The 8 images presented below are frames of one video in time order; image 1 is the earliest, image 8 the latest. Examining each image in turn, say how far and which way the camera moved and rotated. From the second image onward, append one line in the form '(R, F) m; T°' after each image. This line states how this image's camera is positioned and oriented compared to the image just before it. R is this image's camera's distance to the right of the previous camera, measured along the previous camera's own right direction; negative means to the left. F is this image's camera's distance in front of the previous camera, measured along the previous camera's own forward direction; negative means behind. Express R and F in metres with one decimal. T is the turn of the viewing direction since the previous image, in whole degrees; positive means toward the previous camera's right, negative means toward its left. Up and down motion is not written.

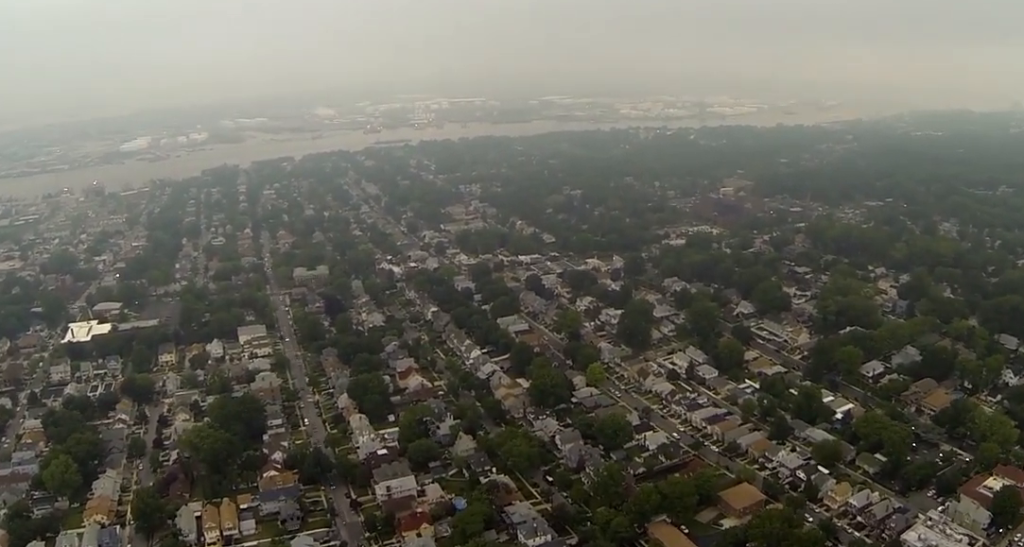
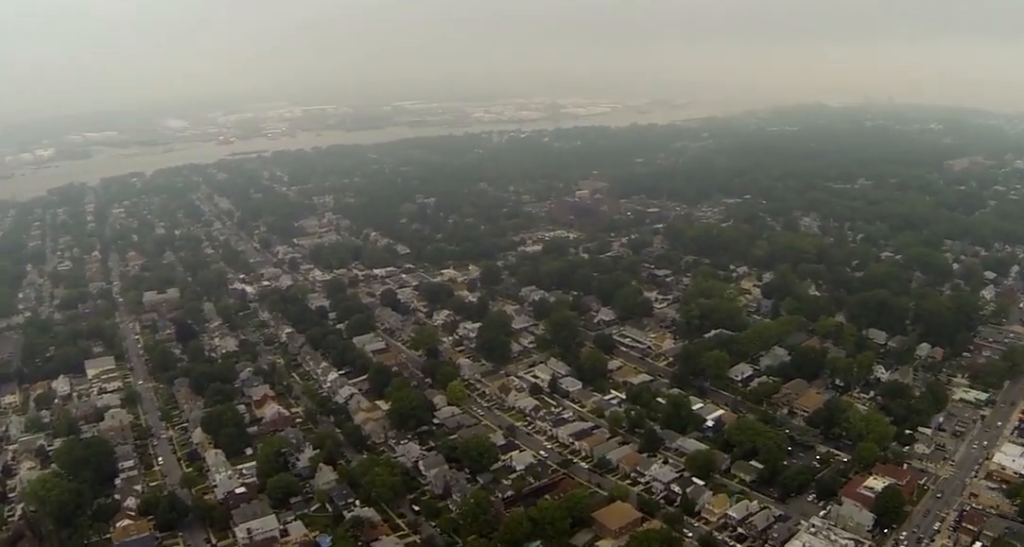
(+1.5, +13.5) m; +17°
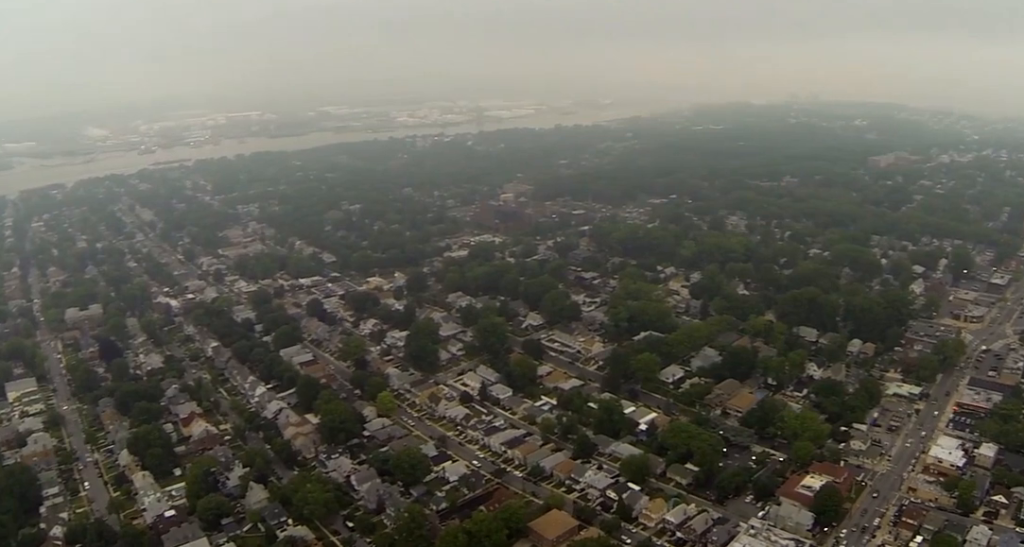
(+0.4, +4.0) m; +7°
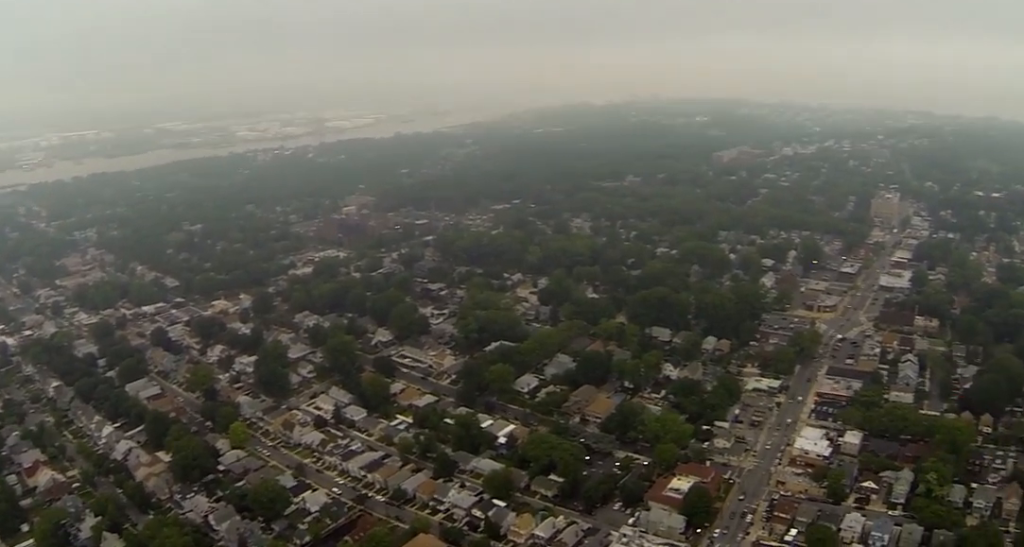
(+0.7, +6.4) m; +12°
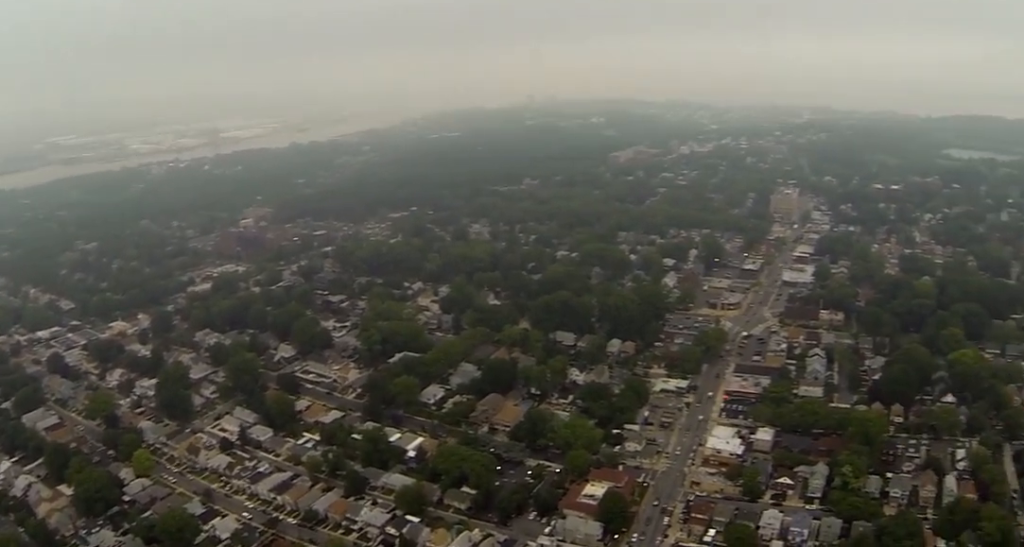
(+0.2, +3.6) m; +7°
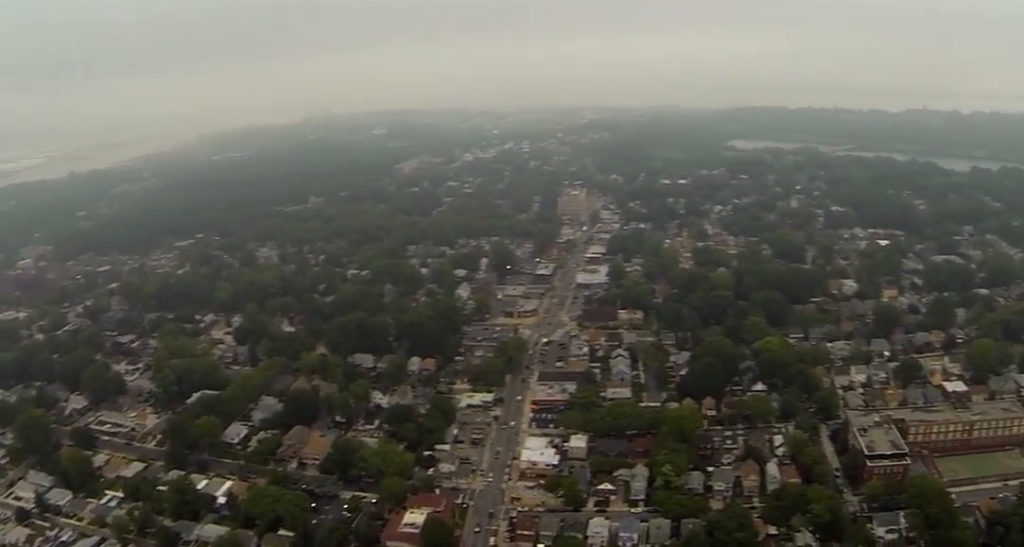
(+0.9, +7.1) m; +11°
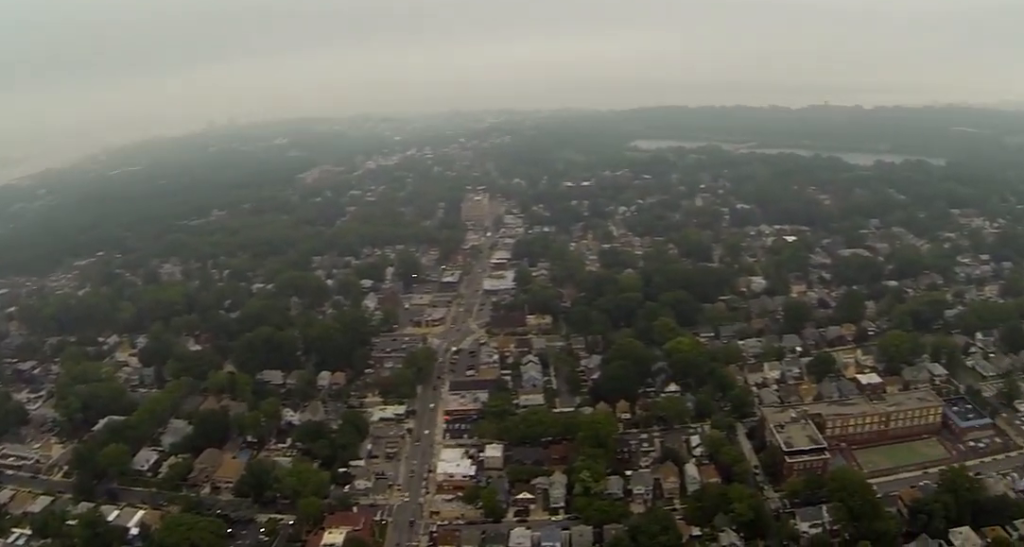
(+0.1, +3.5) m; +5°
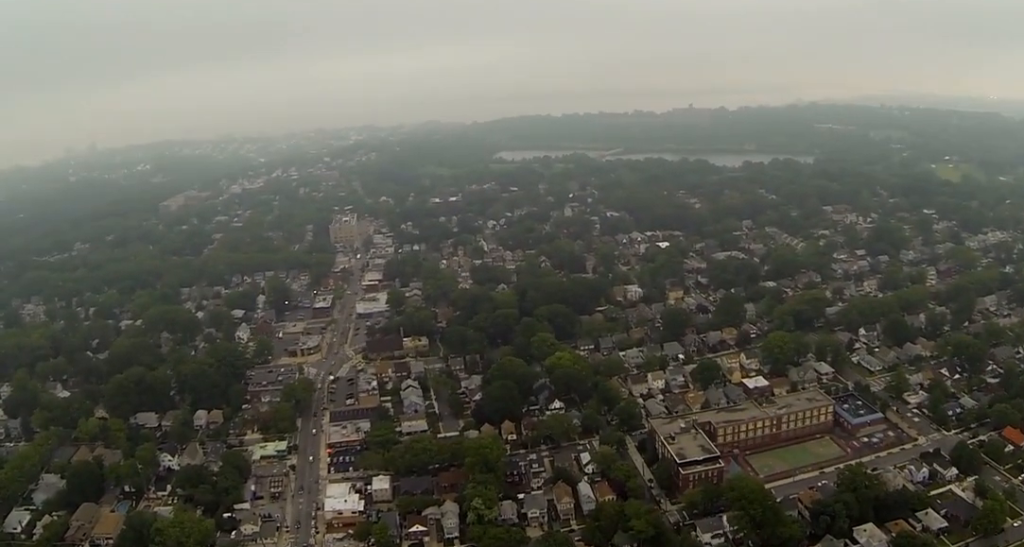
(+0.6, +8.1) m; +8°
